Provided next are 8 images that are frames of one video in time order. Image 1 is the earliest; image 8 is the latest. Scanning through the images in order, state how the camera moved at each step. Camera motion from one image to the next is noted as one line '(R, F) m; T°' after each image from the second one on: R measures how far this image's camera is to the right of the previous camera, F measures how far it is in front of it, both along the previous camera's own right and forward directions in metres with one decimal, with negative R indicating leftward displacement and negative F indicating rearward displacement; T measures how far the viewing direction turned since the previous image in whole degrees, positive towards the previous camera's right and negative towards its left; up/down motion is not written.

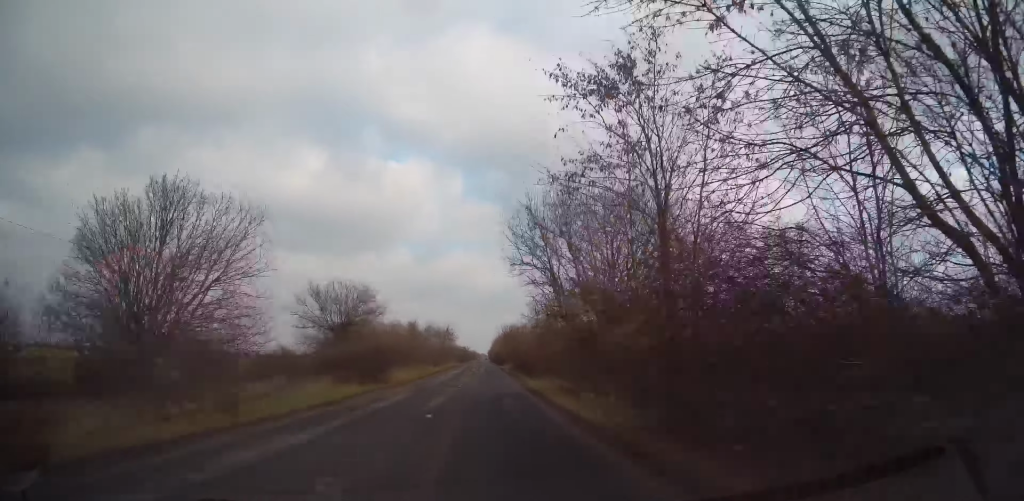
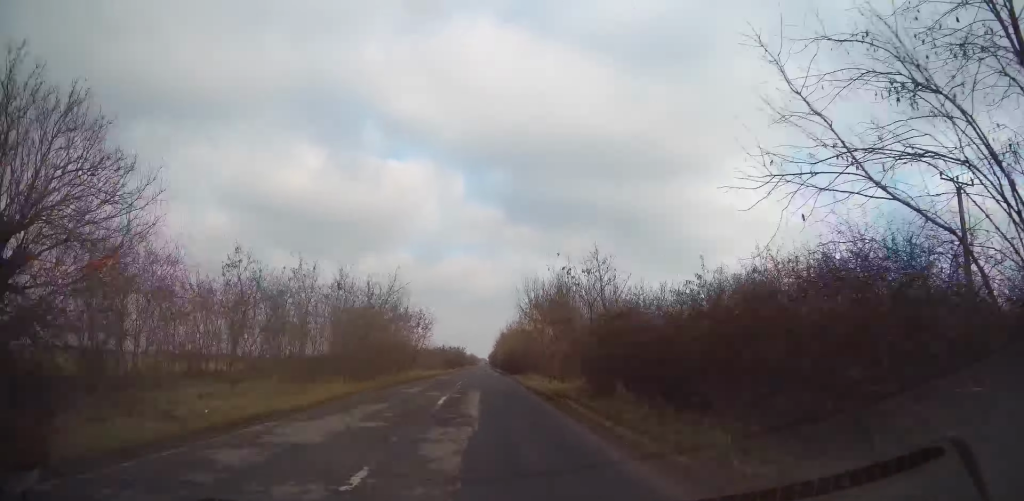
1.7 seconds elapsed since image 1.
(-0.4, +42.7) m; 0°
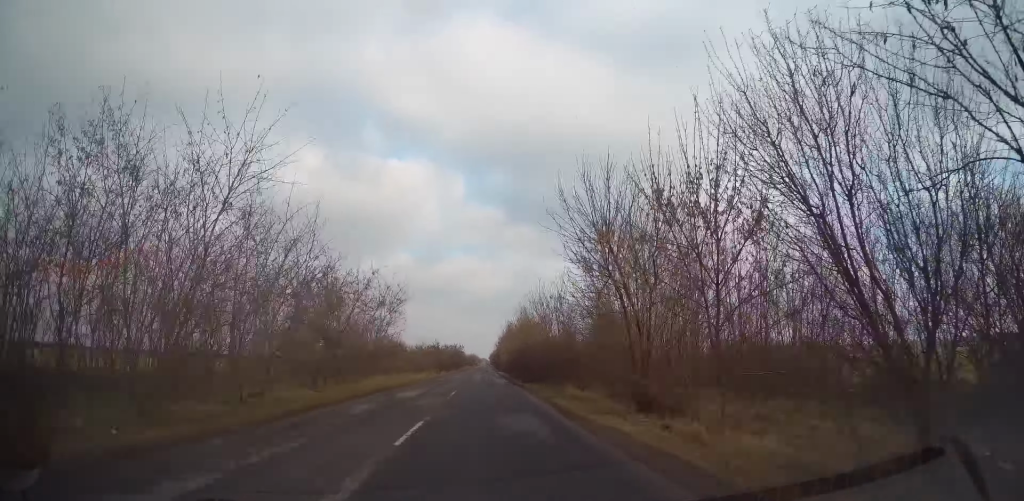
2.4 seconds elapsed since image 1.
(+0.1, +18.1) m; 0°
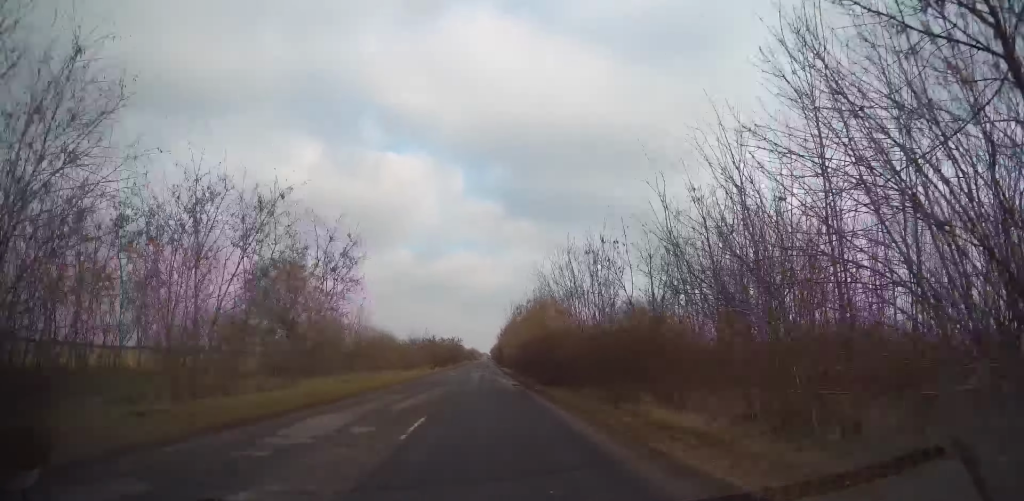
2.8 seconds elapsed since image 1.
(+0.1, +11.3) m; 0°
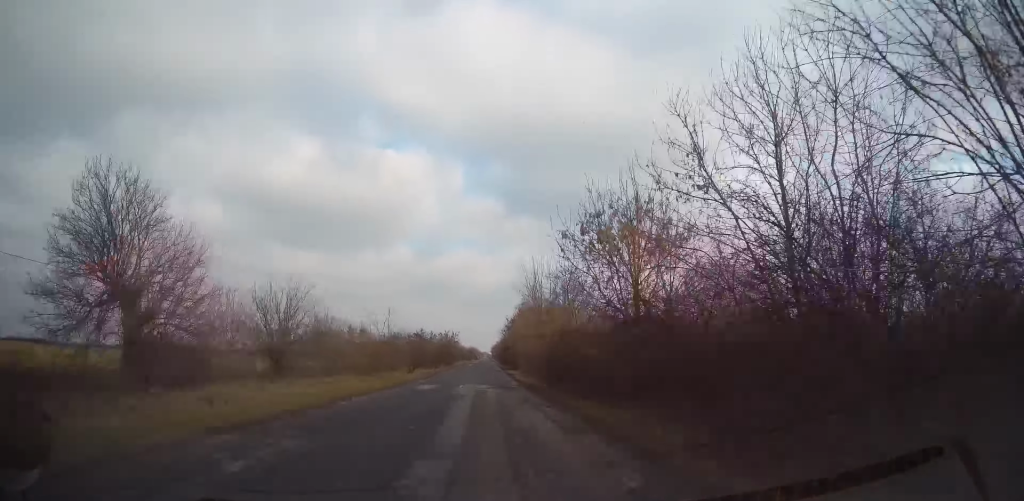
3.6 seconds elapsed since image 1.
(-0.2, +21.1) m; -1°
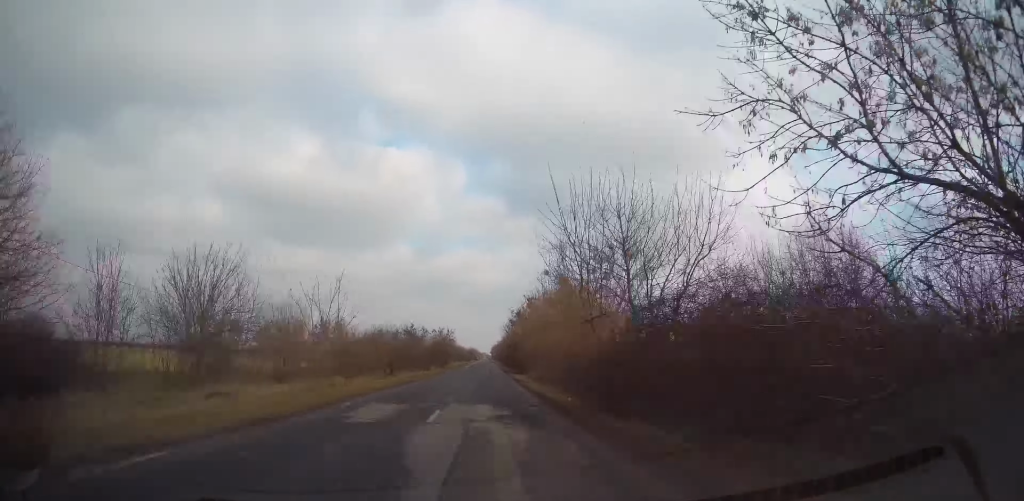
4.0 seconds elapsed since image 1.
(-0.1, +11.5) m; 0°
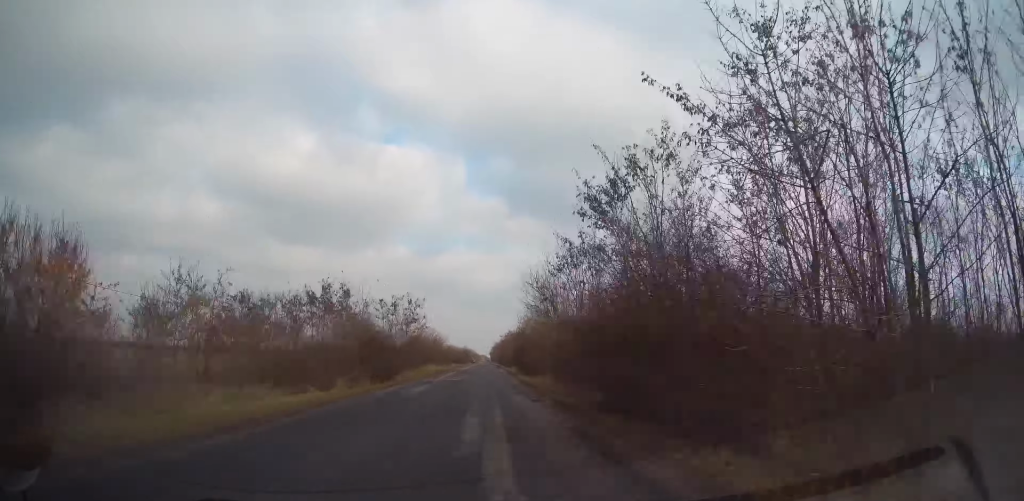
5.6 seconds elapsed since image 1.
(+0.6, +41.3) m; +1°
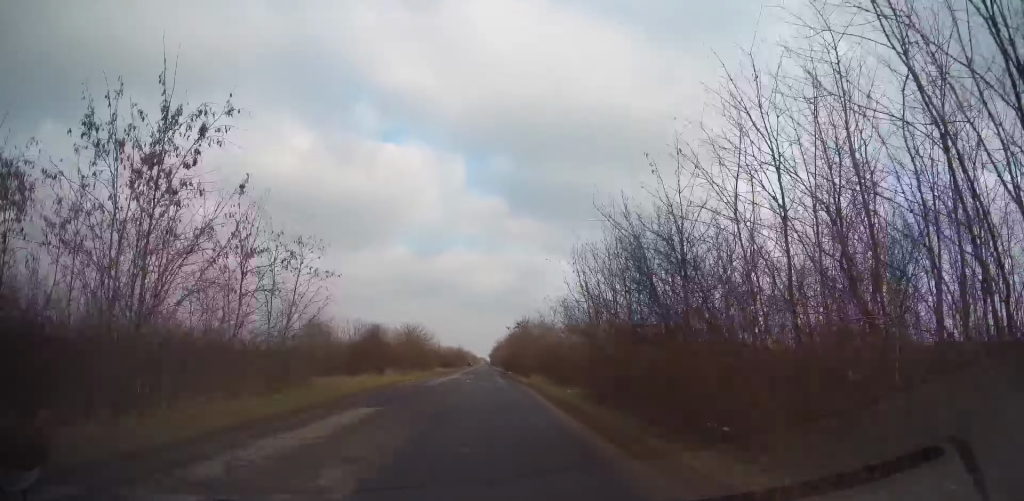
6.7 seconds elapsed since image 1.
(-0.1, +31.8) m; -1°
